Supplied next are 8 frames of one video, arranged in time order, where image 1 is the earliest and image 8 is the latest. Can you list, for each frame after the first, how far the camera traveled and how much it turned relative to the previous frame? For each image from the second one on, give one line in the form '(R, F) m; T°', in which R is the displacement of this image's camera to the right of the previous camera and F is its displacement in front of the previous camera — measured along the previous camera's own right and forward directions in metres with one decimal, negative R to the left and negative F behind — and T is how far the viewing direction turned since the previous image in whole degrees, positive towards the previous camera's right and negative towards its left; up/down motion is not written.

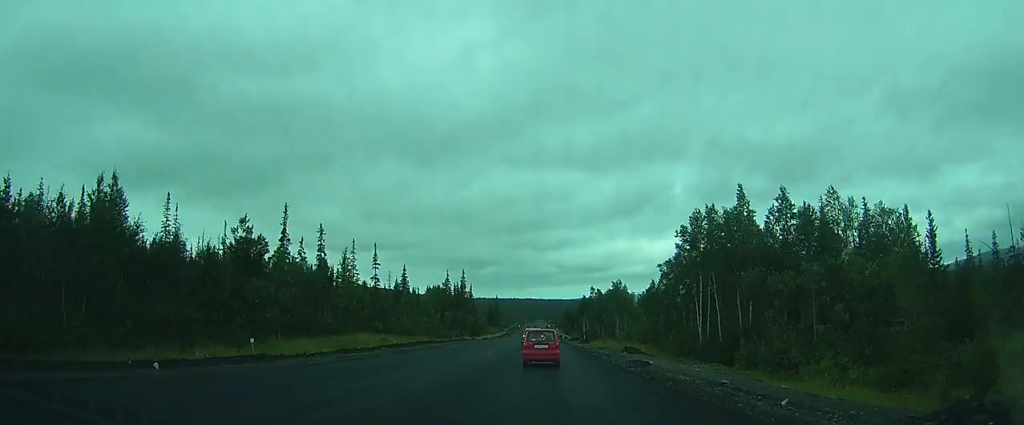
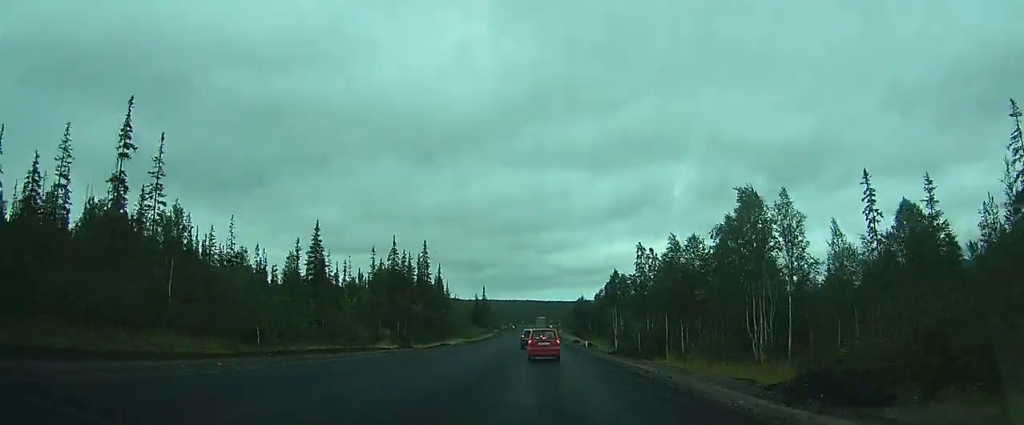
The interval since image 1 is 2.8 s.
(+2.7, +68.3) m; +3°
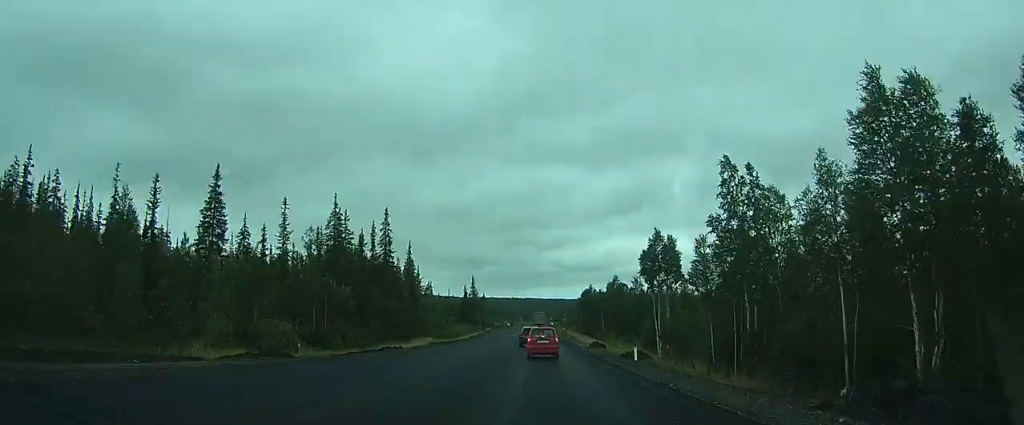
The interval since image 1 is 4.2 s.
(-0.3, +35.6) m; -1°
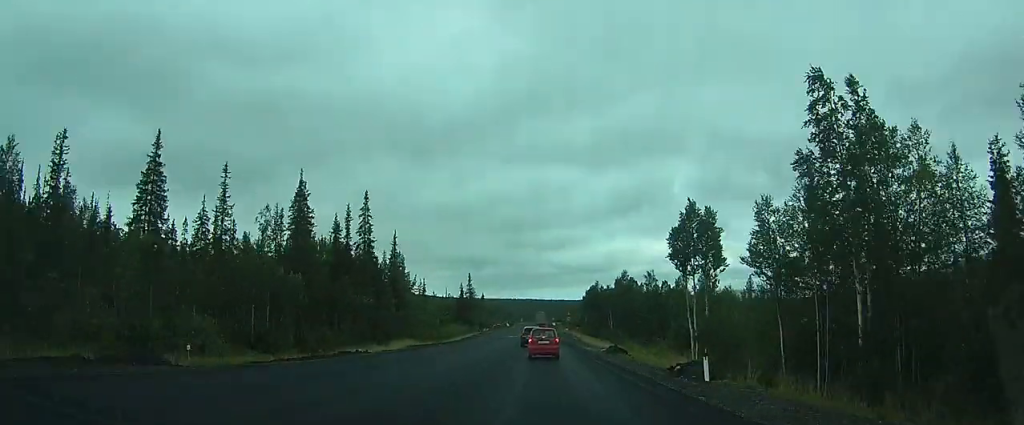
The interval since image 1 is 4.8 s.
(-0.3, +13.6) m; 0°
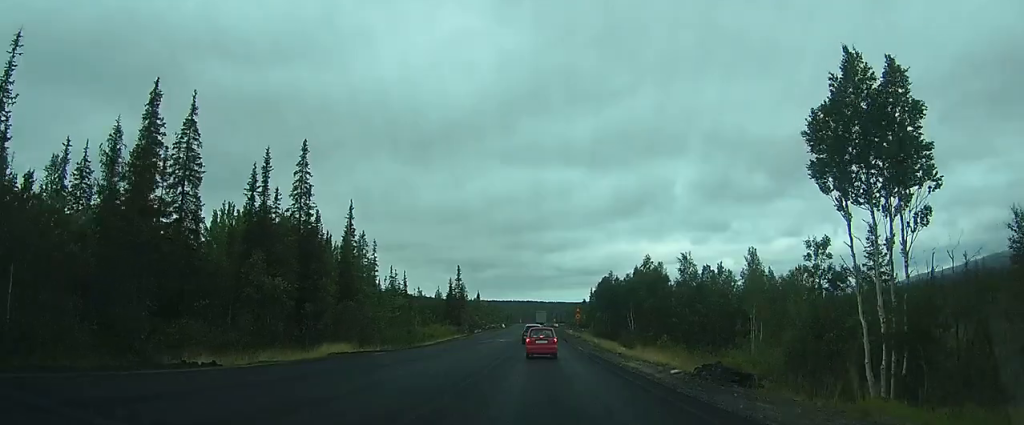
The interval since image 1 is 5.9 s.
(+0.8, +25.6) m; +2°
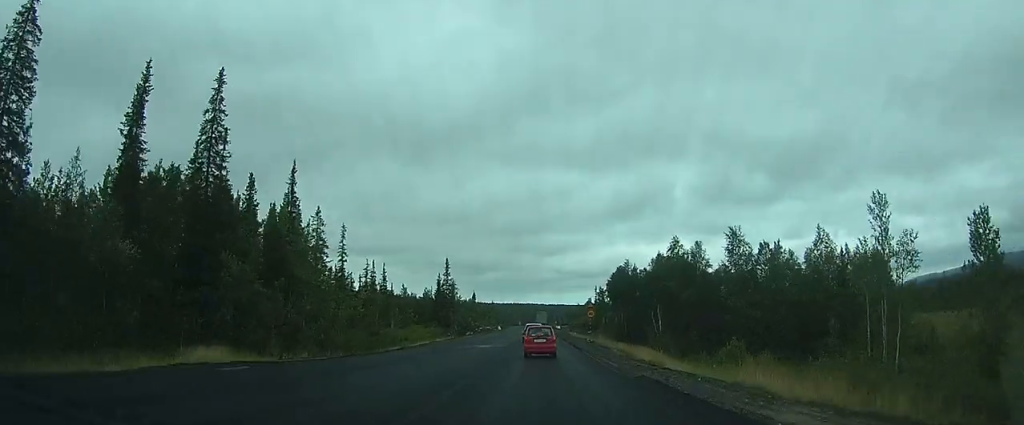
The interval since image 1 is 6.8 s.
(0.0, +19.8) m; 0°
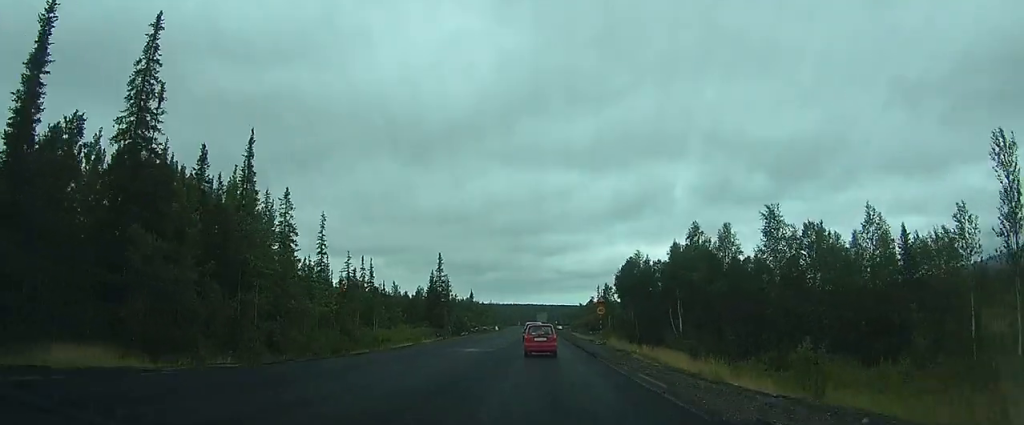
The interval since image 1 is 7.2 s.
(-0.1, +9.7) m; +1°
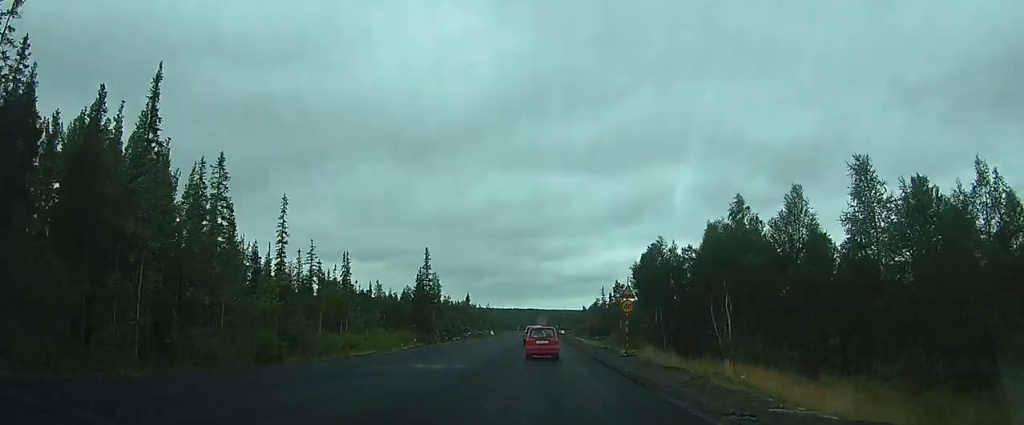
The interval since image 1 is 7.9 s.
(-0.1, +14.9) m; +1°
